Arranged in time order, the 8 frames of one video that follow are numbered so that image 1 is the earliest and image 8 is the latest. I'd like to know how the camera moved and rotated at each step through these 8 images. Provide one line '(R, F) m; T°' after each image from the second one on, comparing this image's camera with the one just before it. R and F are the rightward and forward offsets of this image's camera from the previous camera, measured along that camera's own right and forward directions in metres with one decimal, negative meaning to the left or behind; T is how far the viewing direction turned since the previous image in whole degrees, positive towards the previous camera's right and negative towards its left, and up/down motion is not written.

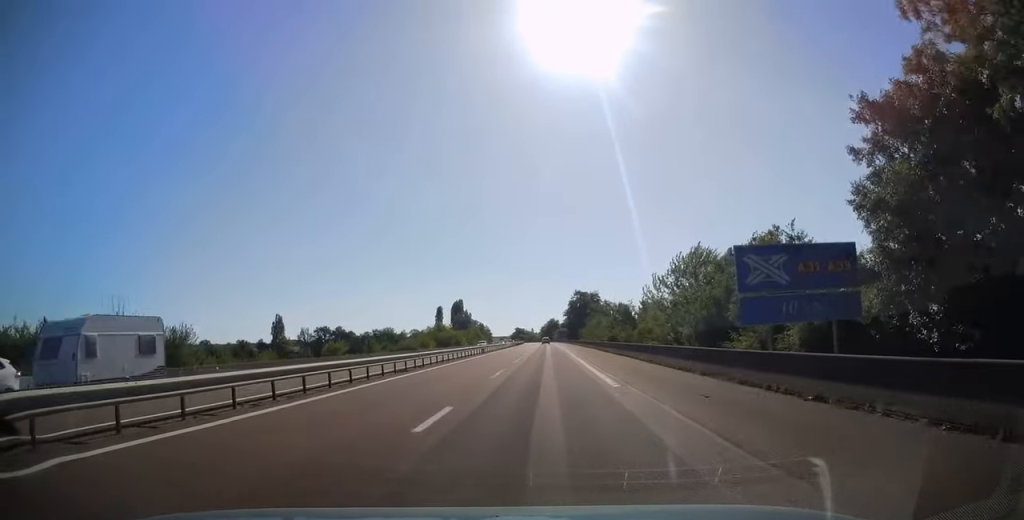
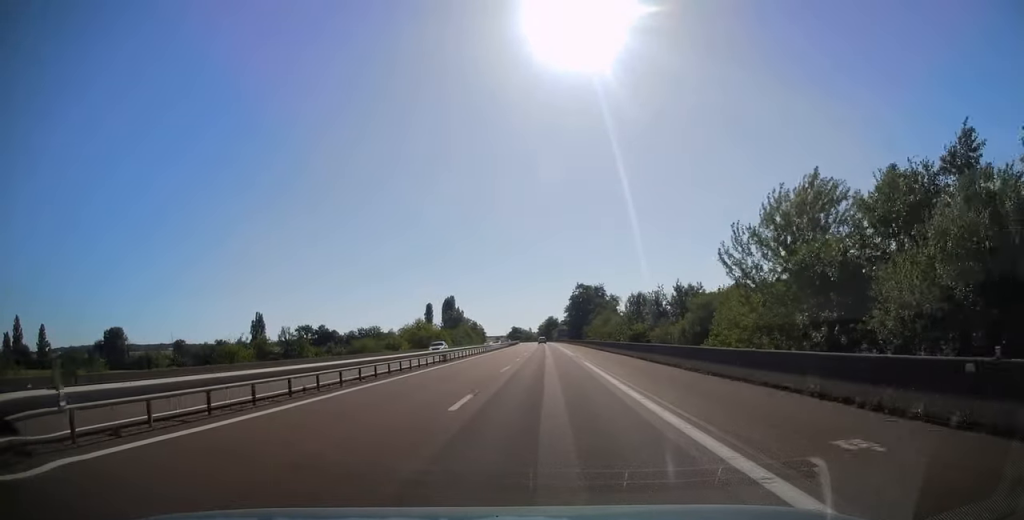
(-0.3, +23.3) m; 0°
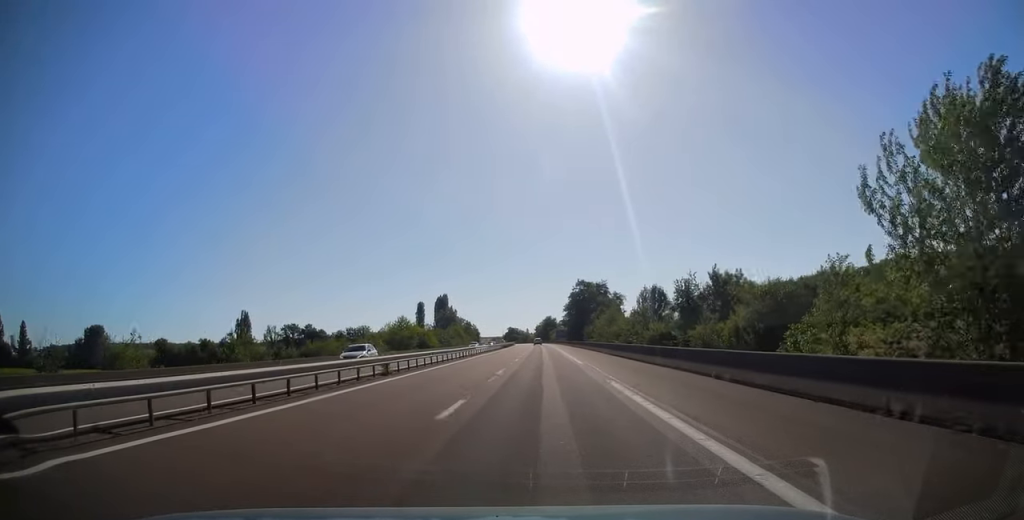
(+0.2, +14.0) m; 0°
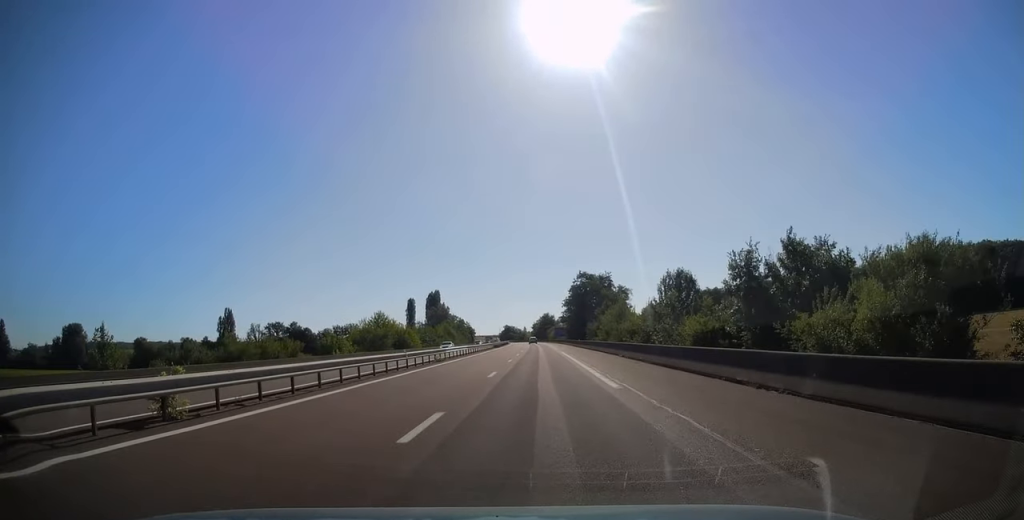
(+0.1, +15.6) m; 0°
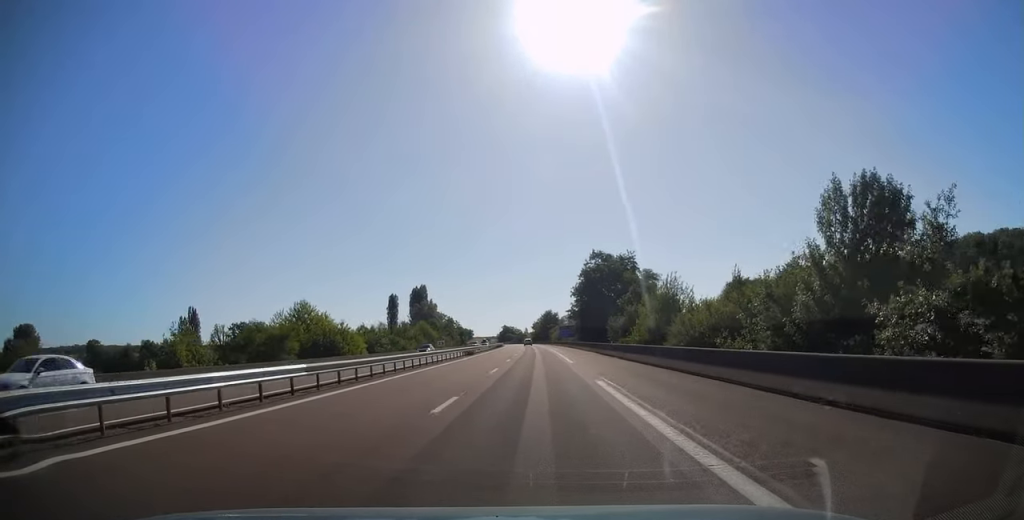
(+0.1, +35.8) m; 0°
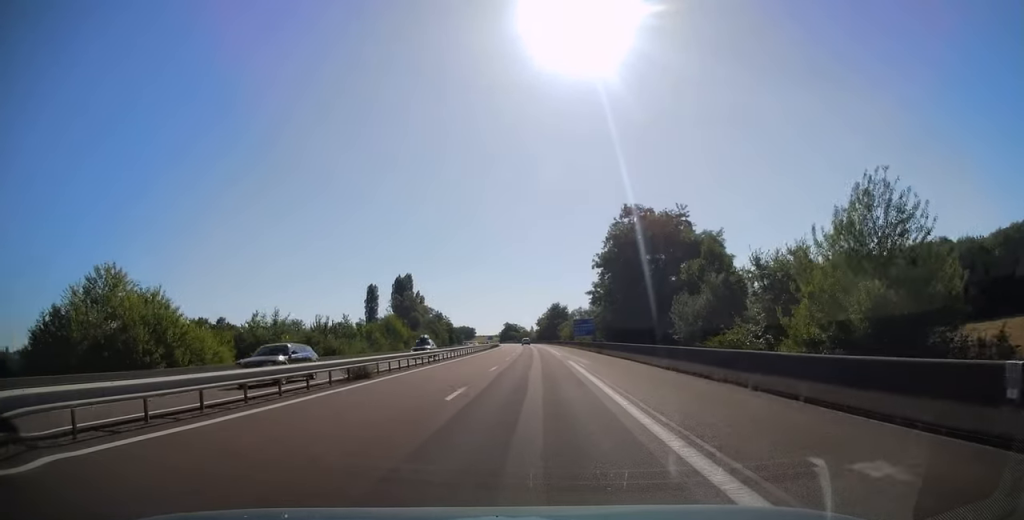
(-0.3, +36.8) m; -1°
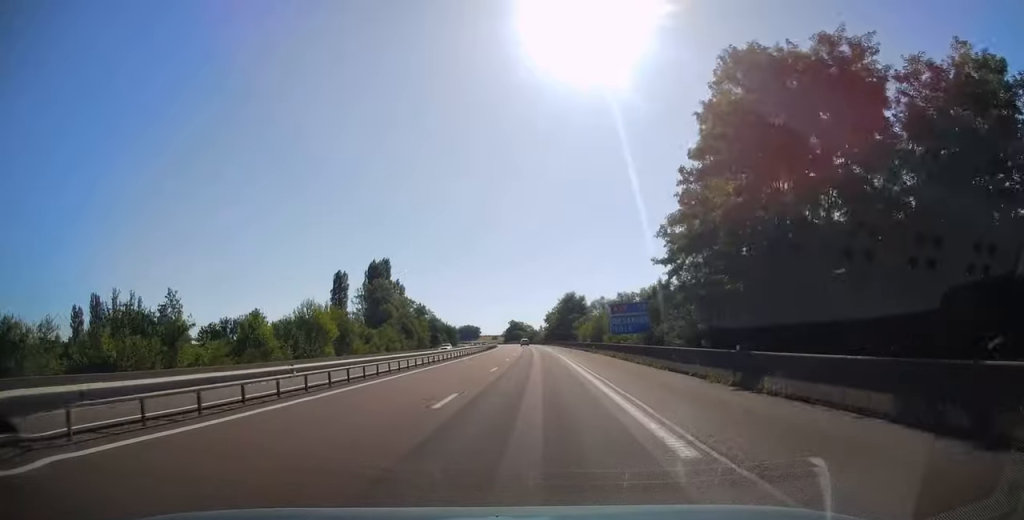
(-0.4, +40.4) m; 0°
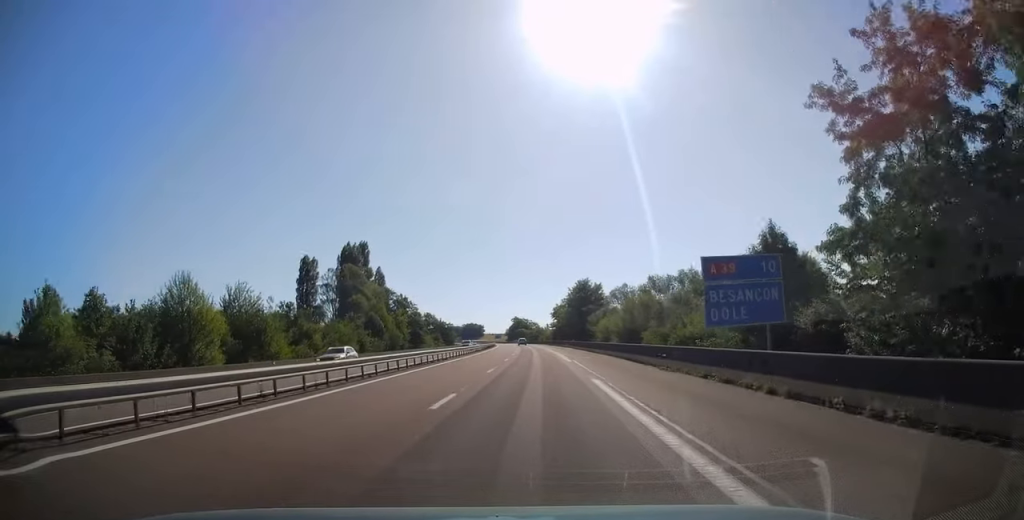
(0.0, +26.4) m; 0°
